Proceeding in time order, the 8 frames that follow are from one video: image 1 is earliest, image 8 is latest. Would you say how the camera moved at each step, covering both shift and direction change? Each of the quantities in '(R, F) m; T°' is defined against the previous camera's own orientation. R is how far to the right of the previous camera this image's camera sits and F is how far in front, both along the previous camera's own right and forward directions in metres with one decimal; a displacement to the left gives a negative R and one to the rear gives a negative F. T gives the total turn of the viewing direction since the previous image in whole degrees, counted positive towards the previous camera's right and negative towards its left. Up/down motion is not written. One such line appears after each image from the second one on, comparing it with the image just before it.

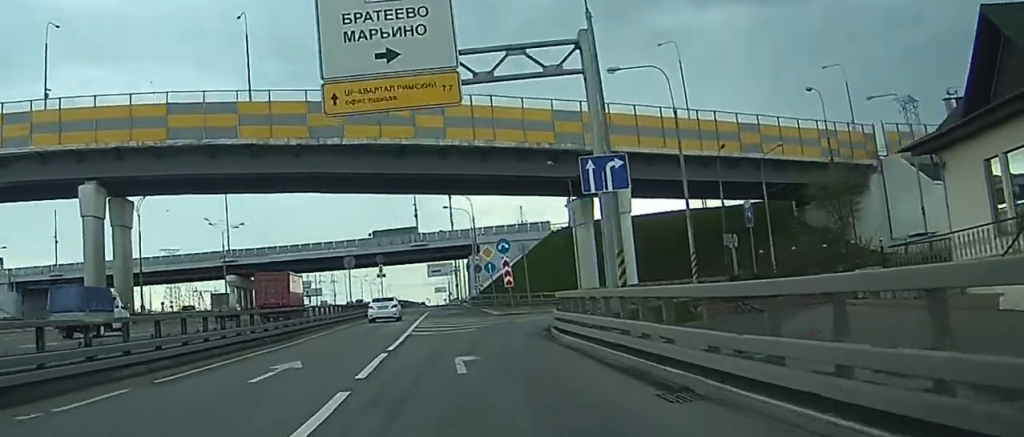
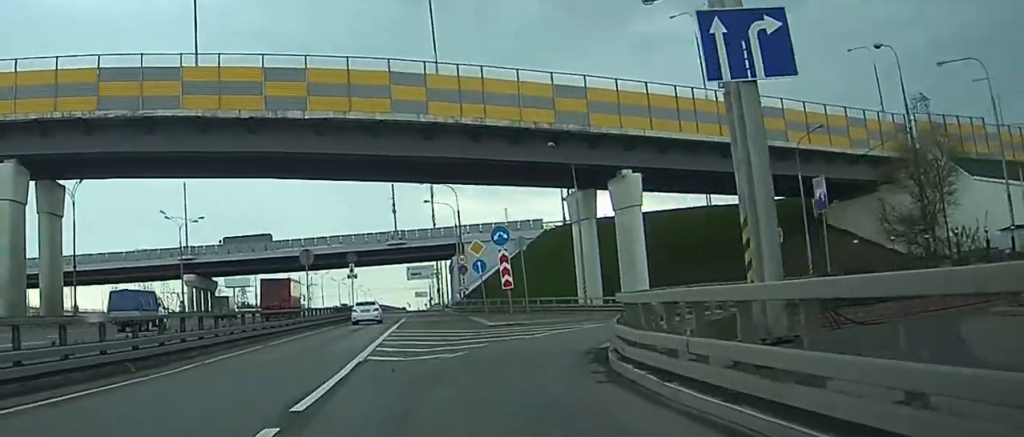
(+2.2, +14.5) m; +9°
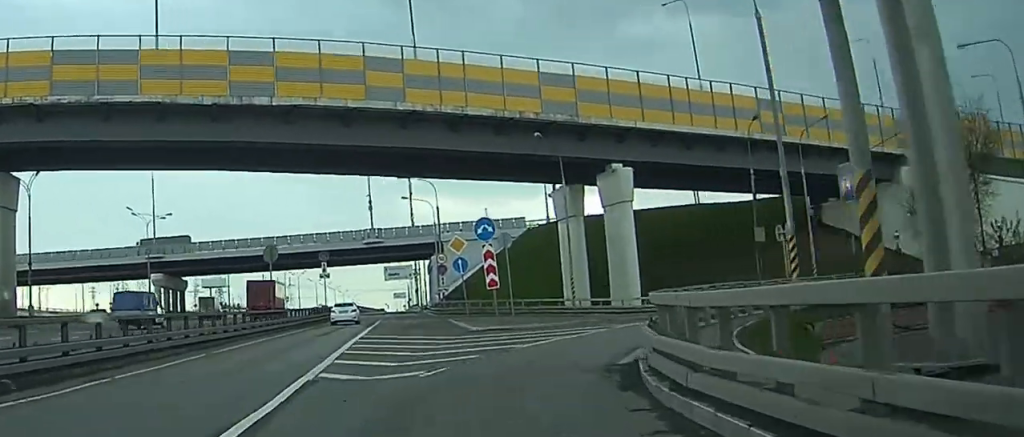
(0.0, +6.1) m; 0°
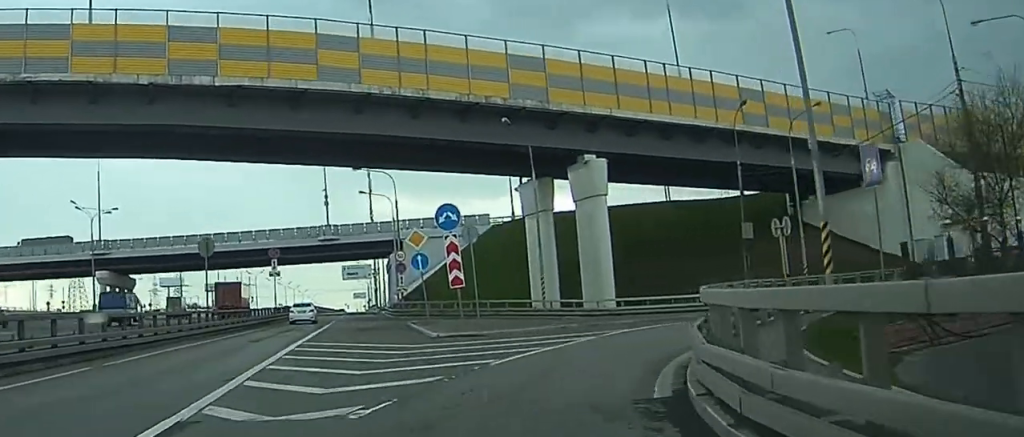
(0.0, +7.4) m; +1°
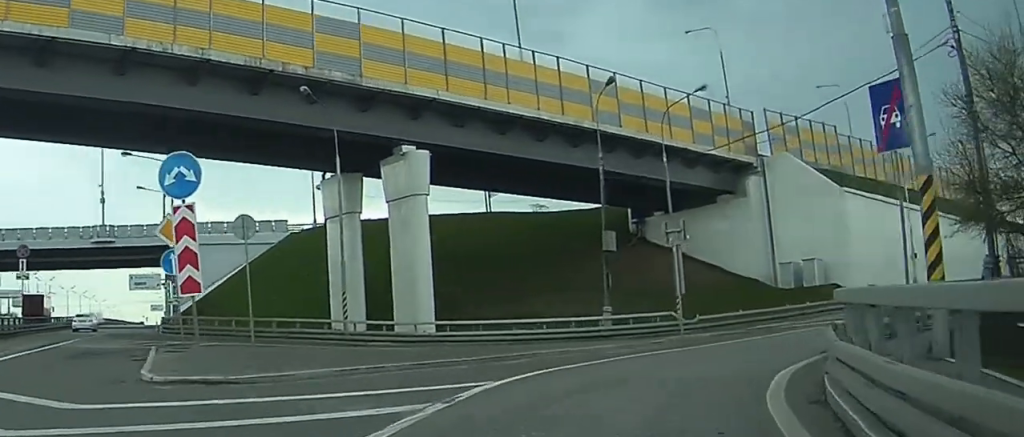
(+0.4, +18.7) m; +3°
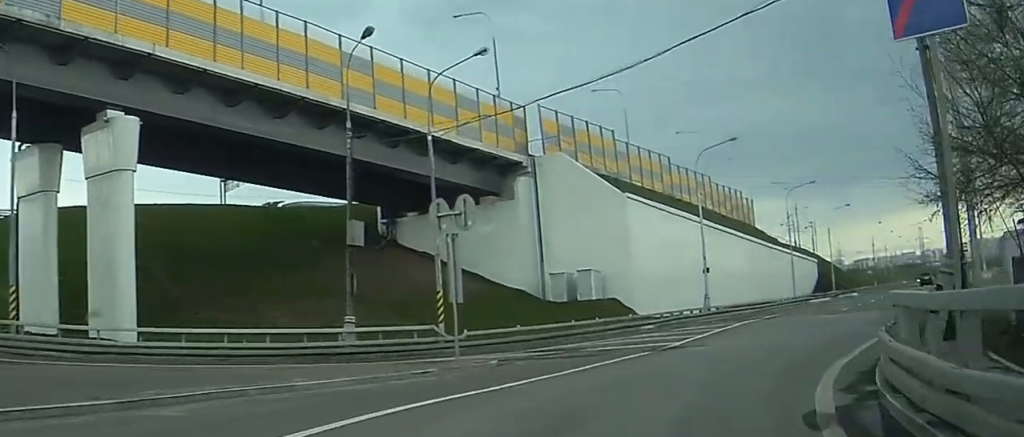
(+0.4, +15.0) m; +4°
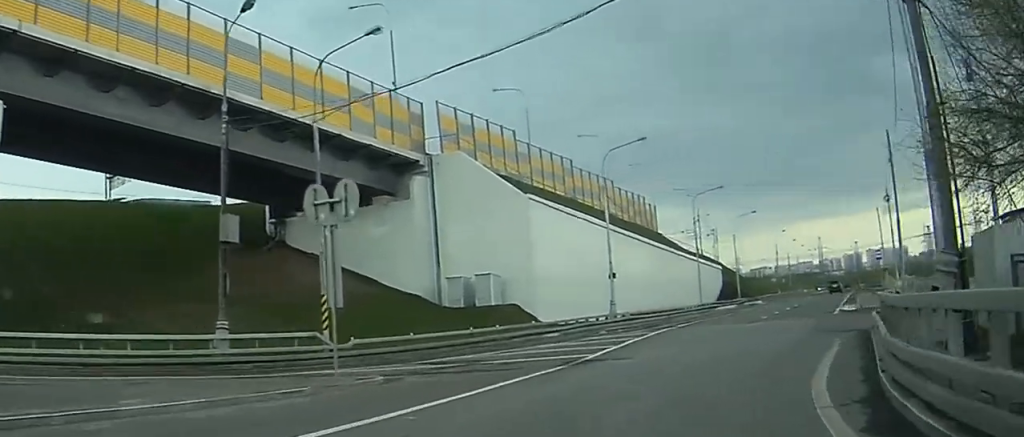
(0.0, +5.3) m; +1°
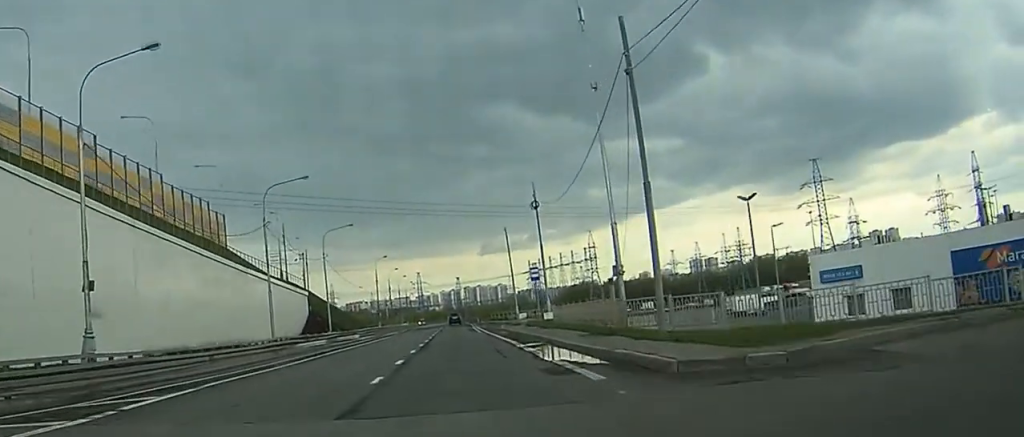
(+2.3, +34.3) m; +6°
